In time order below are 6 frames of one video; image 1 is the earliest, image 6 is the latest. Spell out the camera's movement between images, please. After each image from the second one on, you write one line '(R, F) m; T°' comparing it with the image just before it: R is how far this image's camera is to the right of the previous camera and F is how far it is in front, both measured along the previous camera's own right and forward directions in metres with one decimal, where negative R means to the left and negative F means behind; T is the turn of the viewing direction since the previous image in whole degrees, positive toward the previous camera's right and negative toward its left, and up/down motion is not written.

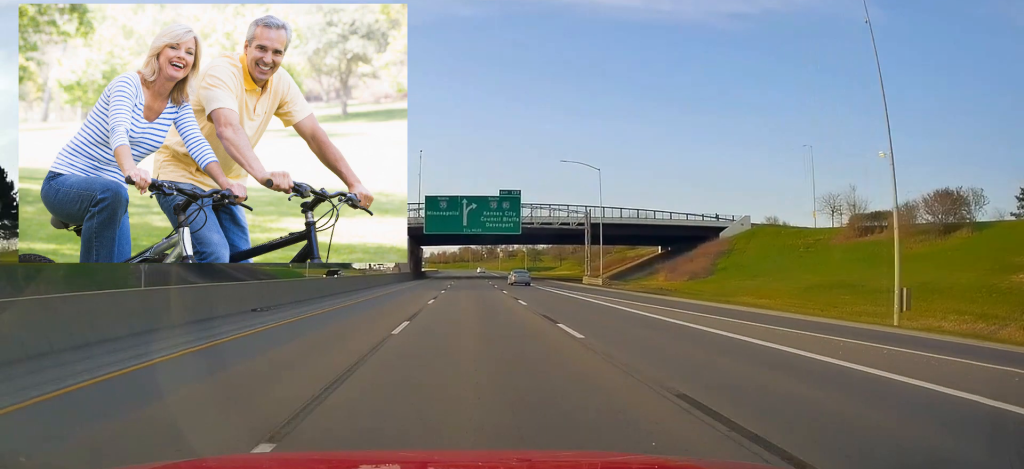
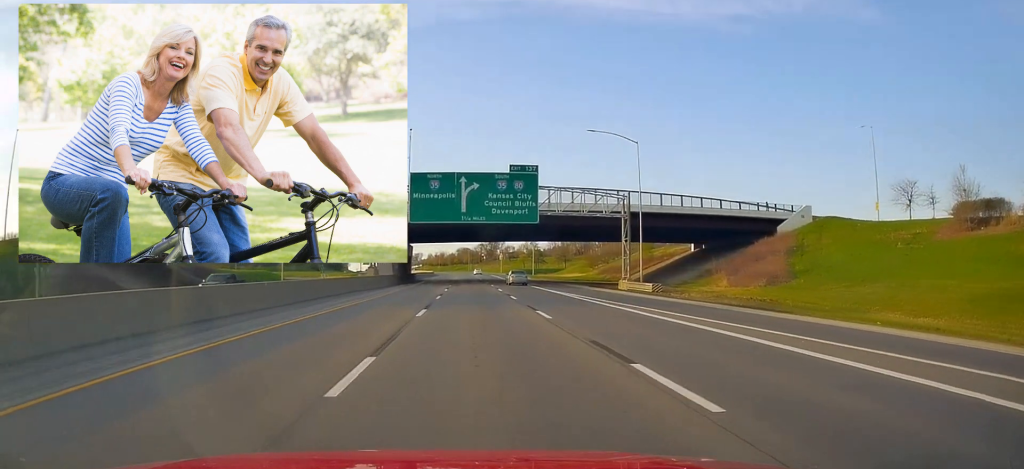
(+0.1, +18.8) m; 0°
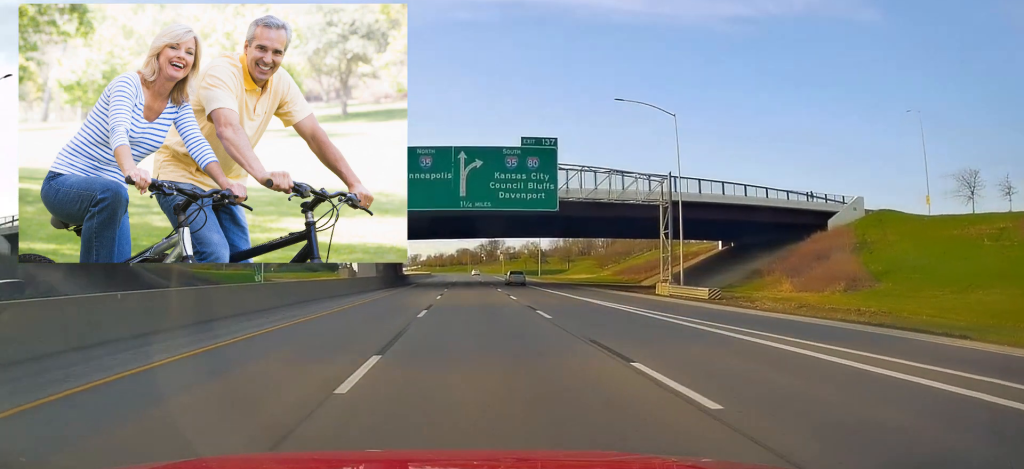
(+0.3, +12.2) m; 0°
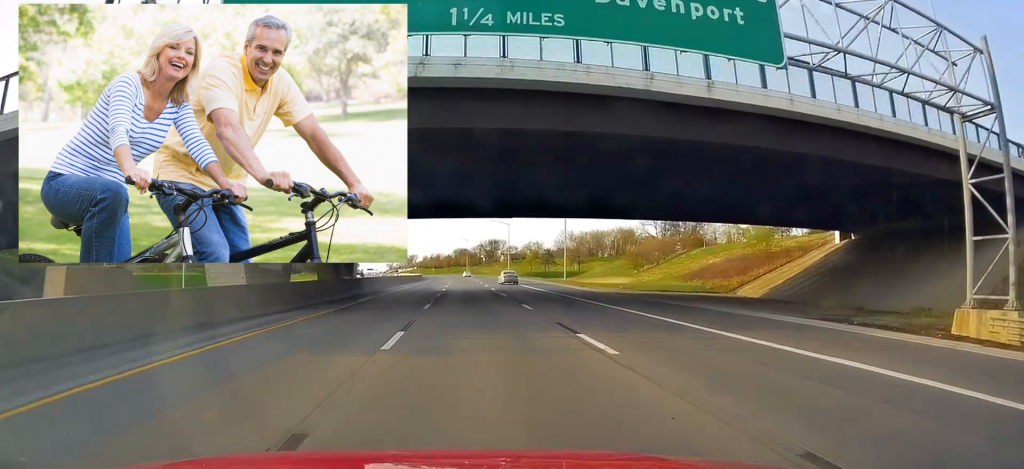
(-0.6, +32.1) m; -1°
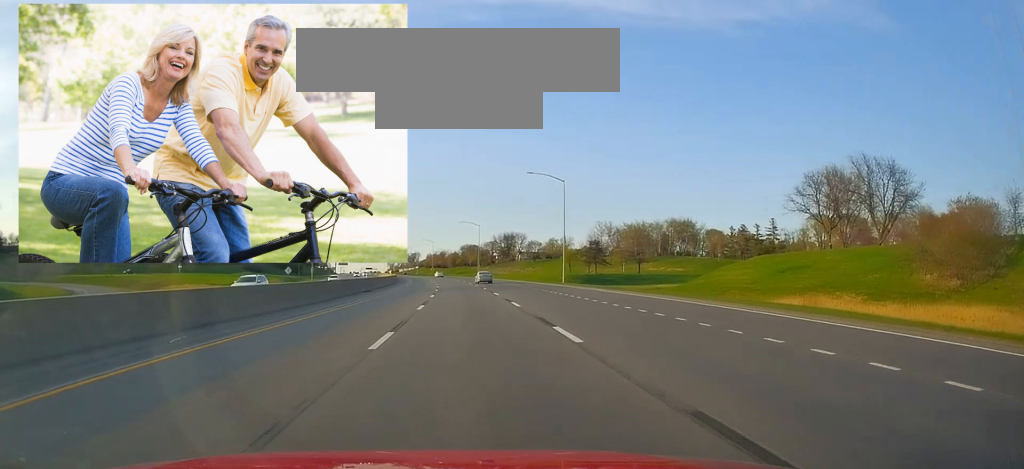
(+1.4, +83.1) m; +1°
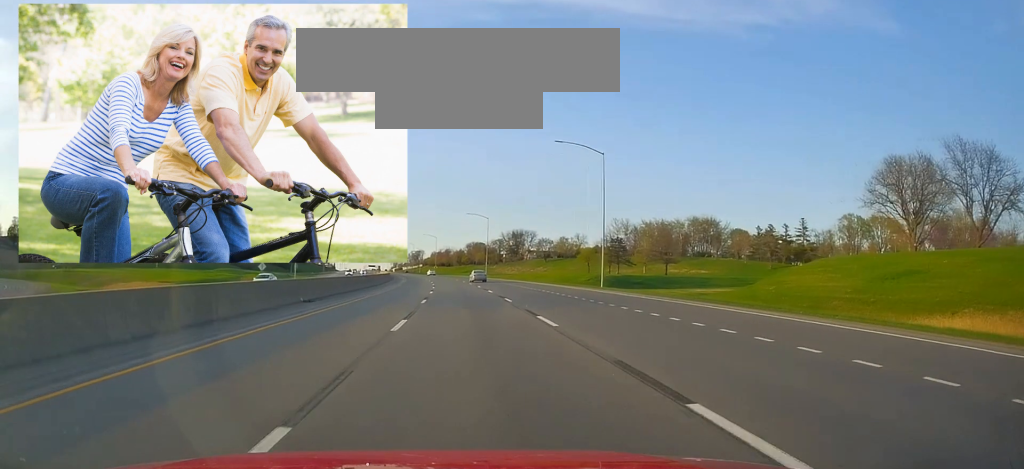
(+0.2, +21.2) m; -1°
